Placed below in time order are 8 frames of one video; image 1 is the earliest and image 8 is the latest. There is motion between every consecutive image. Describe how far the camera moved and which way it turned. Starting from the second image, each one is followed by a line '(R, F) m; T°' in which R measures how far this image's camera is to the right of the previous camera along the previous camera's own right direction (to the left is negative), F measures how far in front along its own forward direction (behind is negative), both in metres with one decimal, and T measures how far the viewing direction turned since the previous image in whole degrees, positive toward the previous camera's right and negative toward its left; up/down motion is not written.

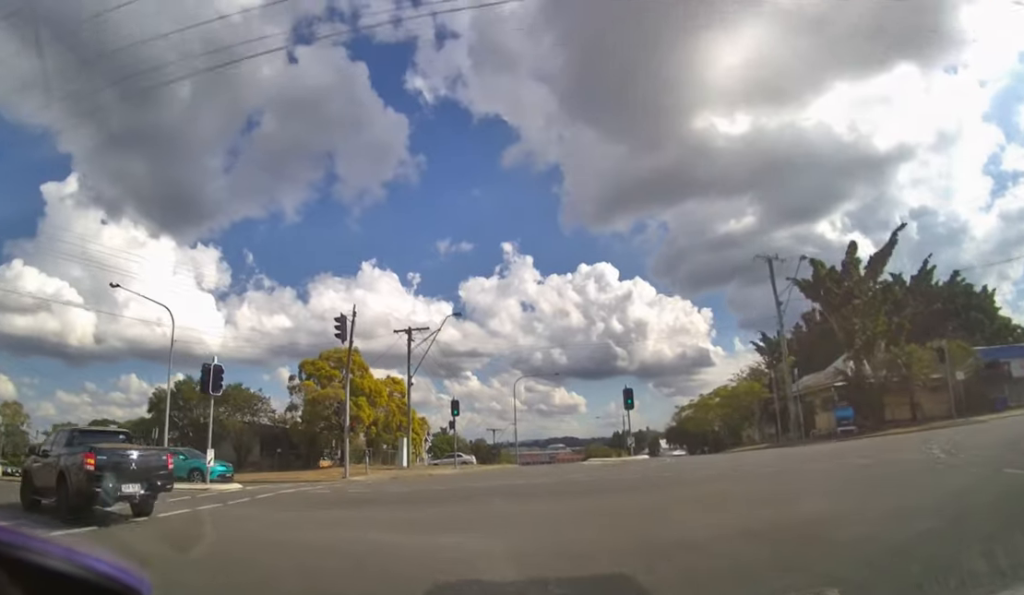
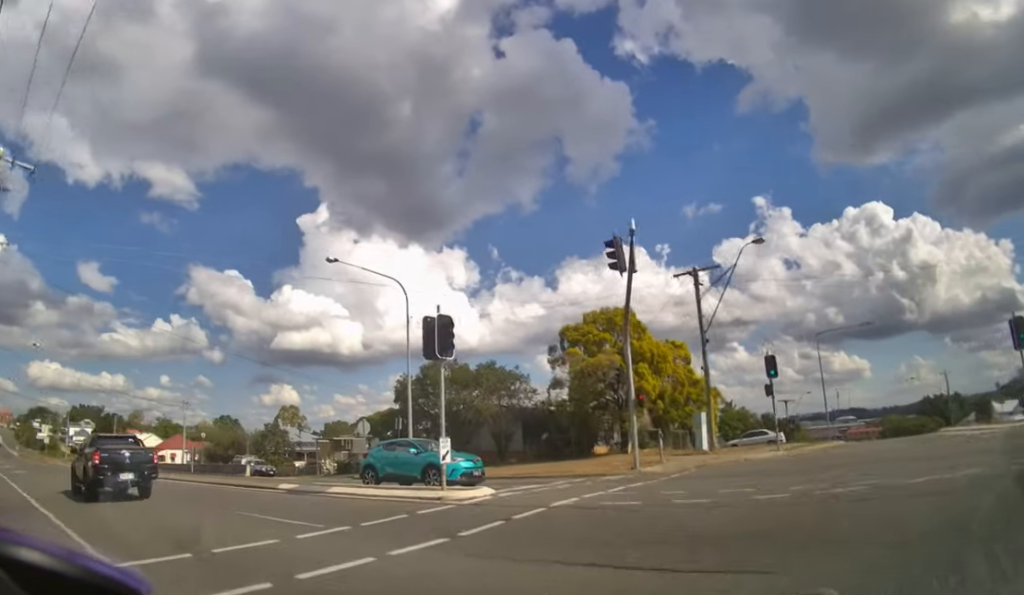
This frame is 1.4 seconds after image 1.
(-1.5, +6.0) m; -32°
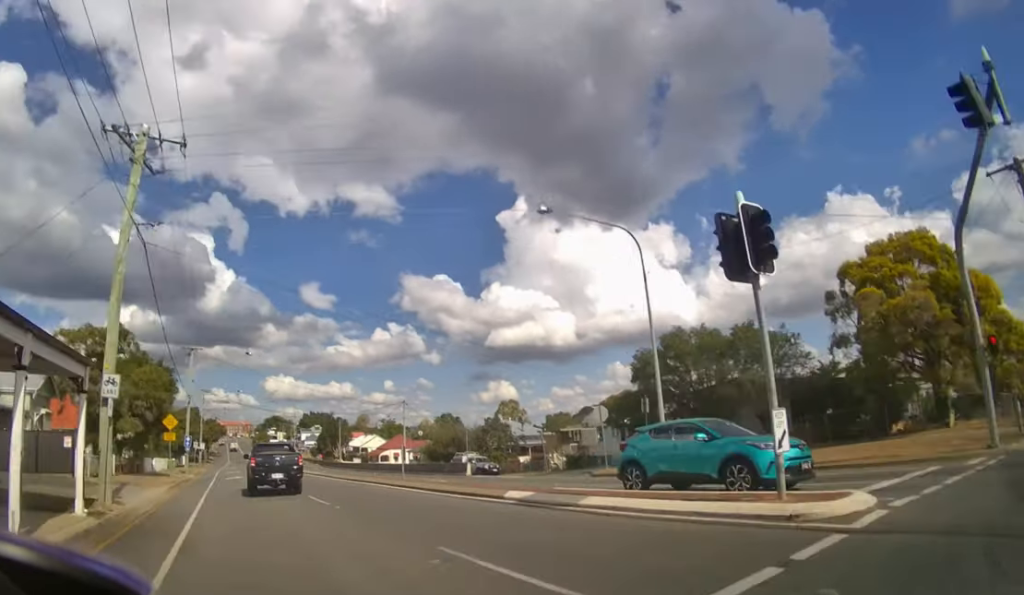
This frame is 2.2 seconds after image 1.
(-0.8, +4.1) m; -17°
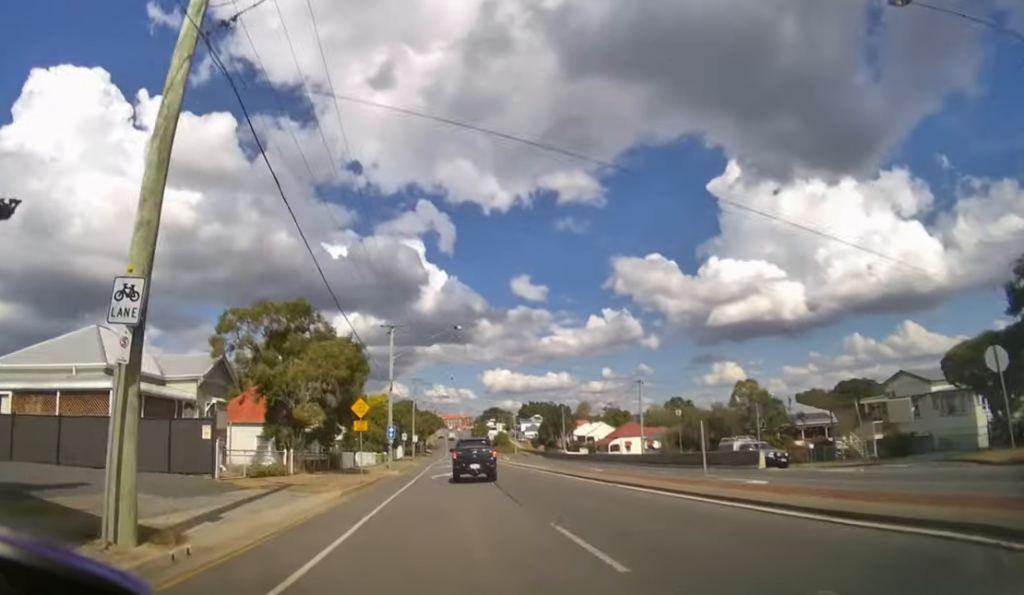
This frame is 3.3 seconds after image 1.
(-1.4, +7.1) m; -16°
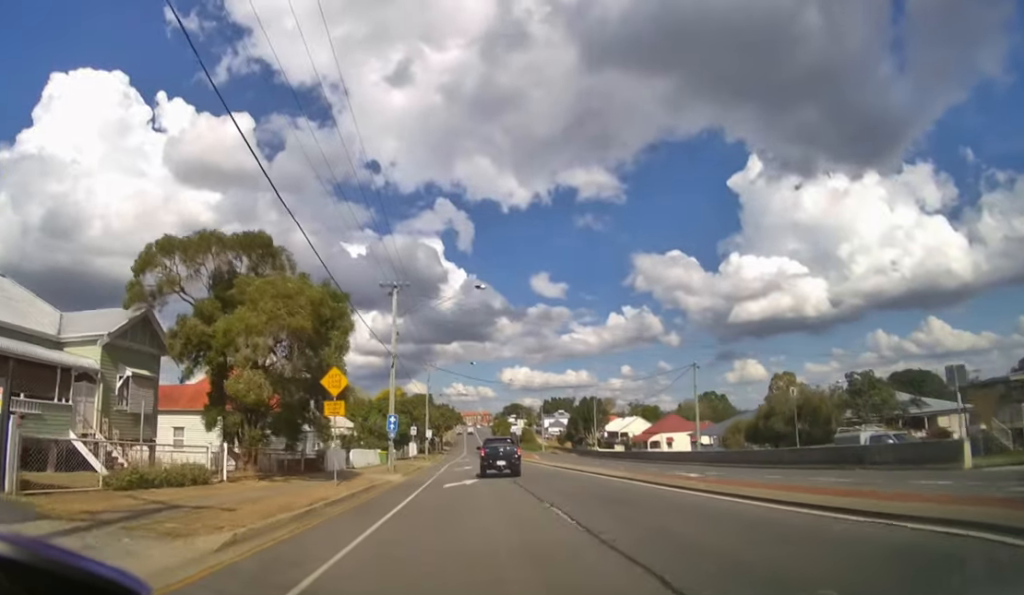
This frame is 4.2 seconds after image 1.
(-0.5, +6.8) m; -5°
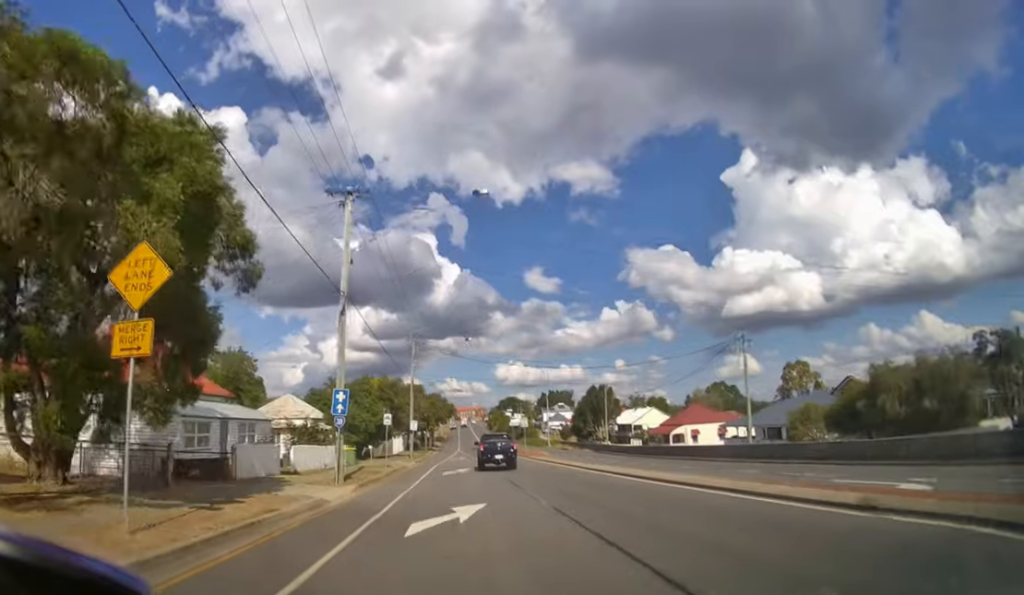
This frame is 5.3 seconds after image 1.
(-0.2, +9.4) m; -1°
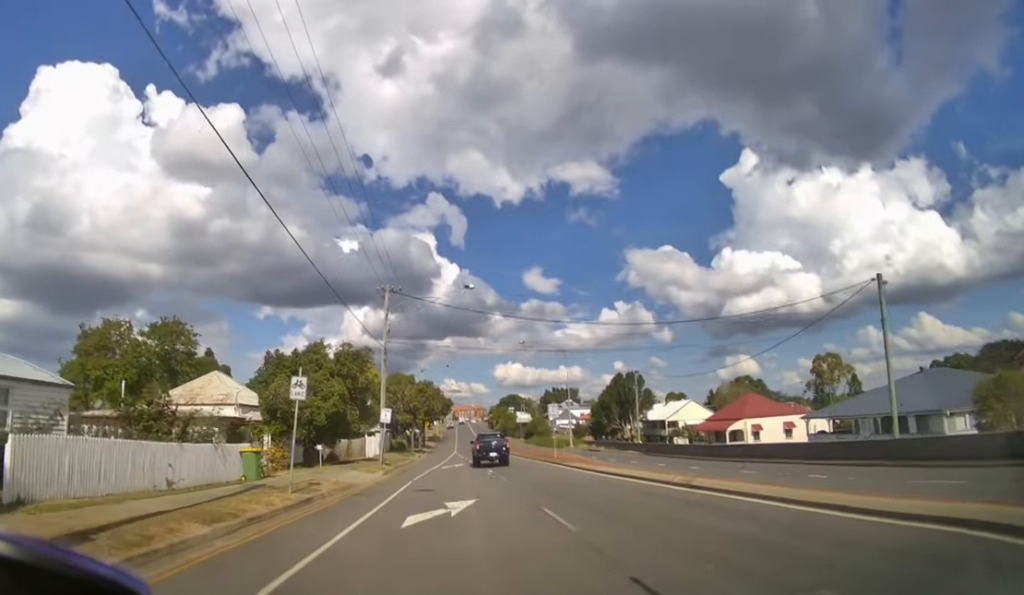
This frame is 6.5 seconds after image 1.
(0.0, +14.8) m; 0°
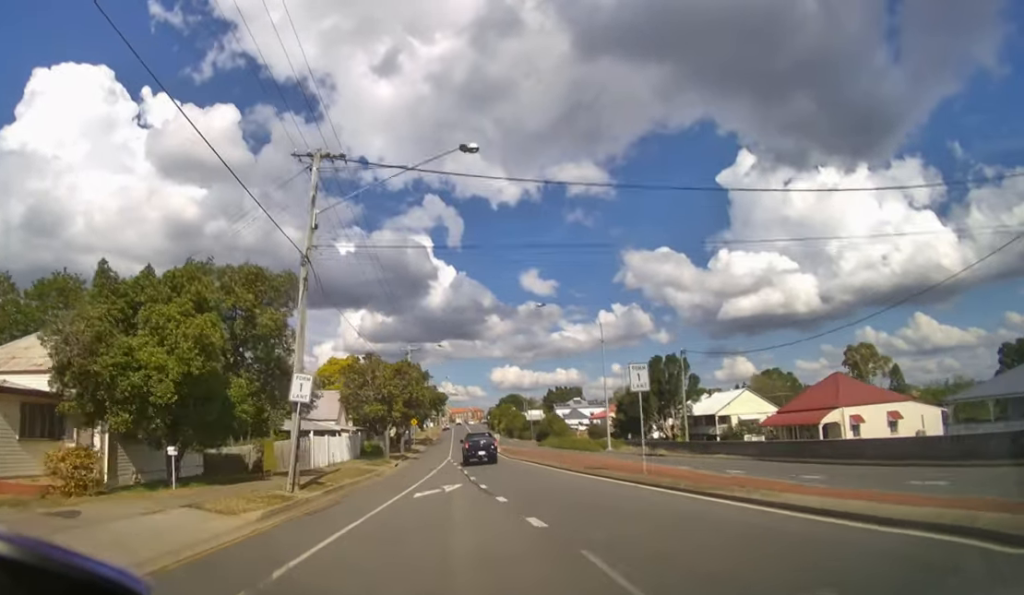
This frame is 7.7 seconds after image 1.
(0.0, +16.9) m; 0°
